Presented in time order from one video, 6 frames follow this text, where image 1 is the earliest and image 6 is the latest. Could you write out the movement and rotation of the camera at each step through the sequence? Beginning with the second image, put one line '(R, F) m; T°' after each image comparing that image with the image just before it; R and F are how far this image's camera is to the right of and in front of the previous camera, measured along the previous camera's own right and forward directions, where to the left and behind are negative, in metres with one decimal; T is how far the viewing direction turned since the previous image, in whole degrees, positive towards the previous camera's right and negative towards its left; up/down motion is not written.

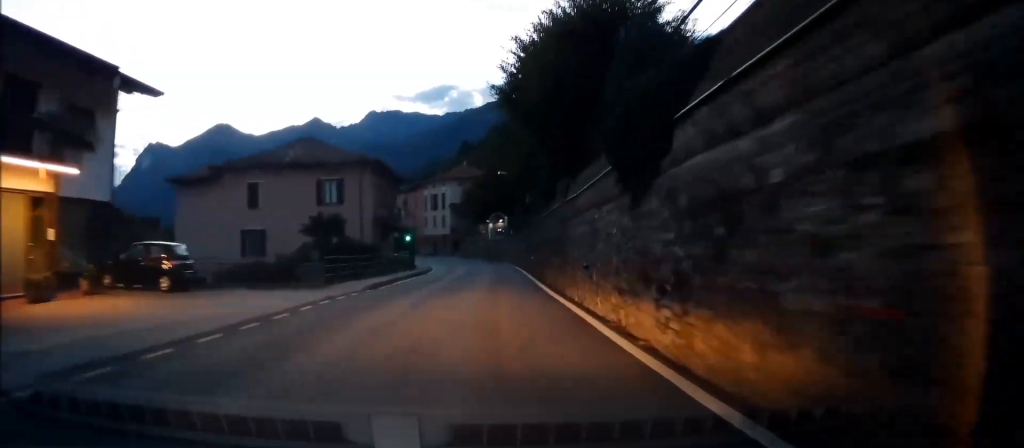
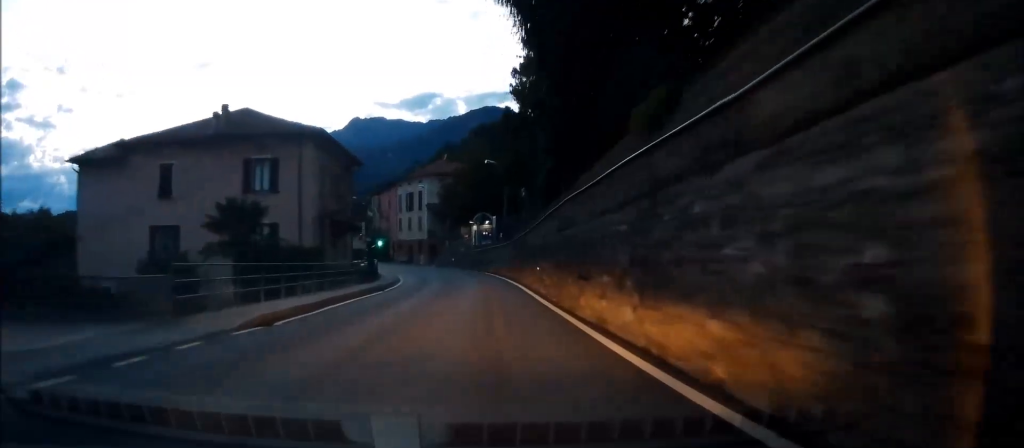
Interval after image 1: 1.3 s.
(+0.5, +11.8) m; +3°
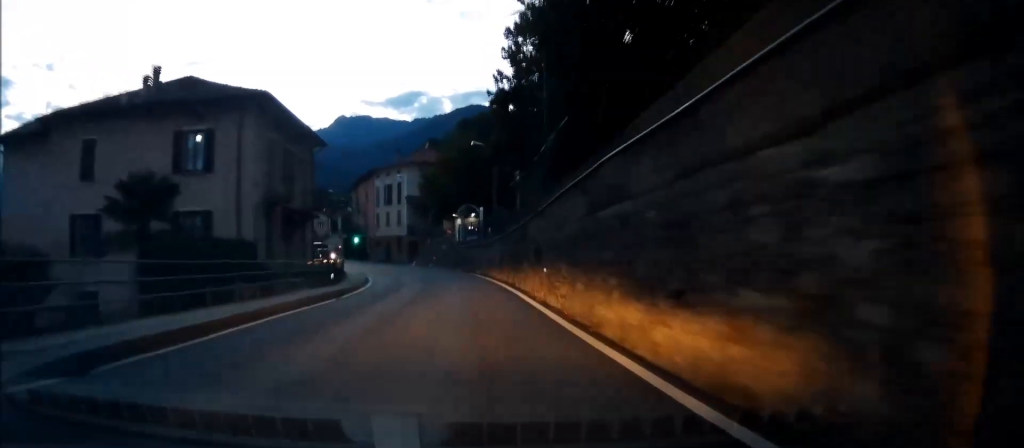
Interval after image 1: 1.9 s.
(+0.3, +6.7) m; -2°
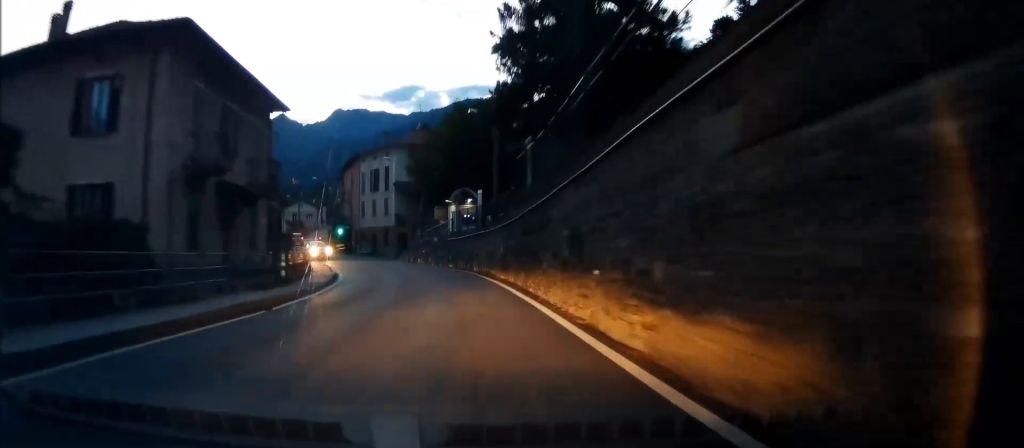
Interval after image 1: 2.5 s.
(-0.3, +7.2) m; -2°
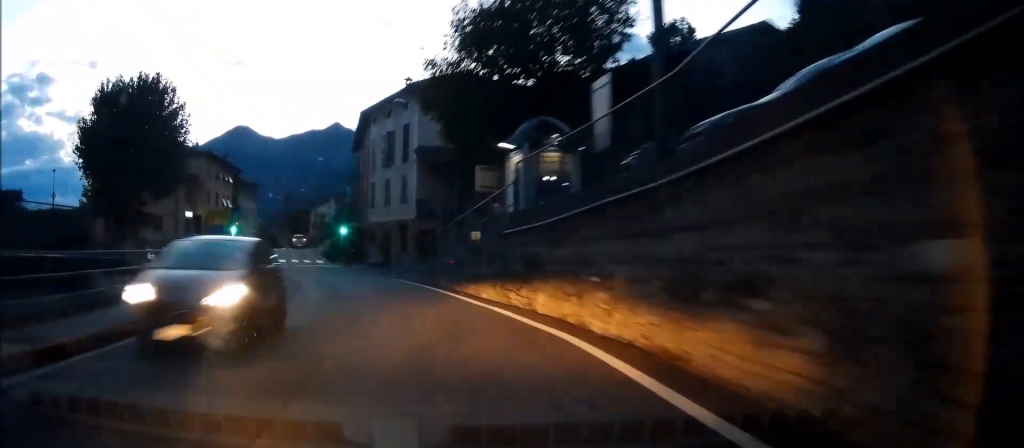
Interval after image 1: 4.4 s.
(-1.3, +22.9) m; -7°
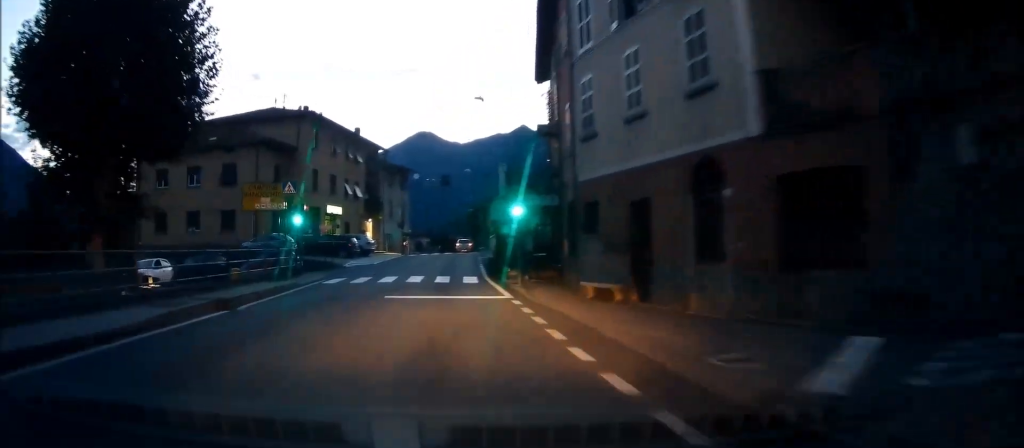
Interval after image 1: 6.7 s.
(-3.4, +25.9) m; -13°
